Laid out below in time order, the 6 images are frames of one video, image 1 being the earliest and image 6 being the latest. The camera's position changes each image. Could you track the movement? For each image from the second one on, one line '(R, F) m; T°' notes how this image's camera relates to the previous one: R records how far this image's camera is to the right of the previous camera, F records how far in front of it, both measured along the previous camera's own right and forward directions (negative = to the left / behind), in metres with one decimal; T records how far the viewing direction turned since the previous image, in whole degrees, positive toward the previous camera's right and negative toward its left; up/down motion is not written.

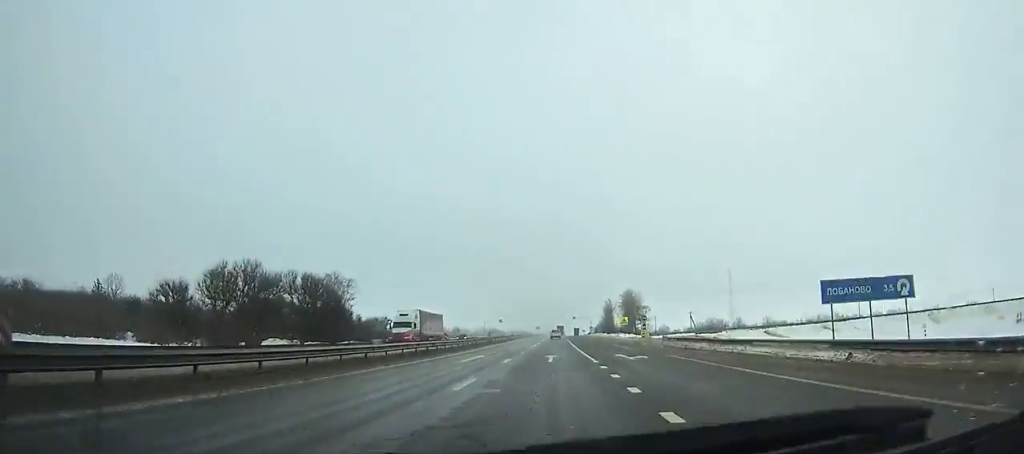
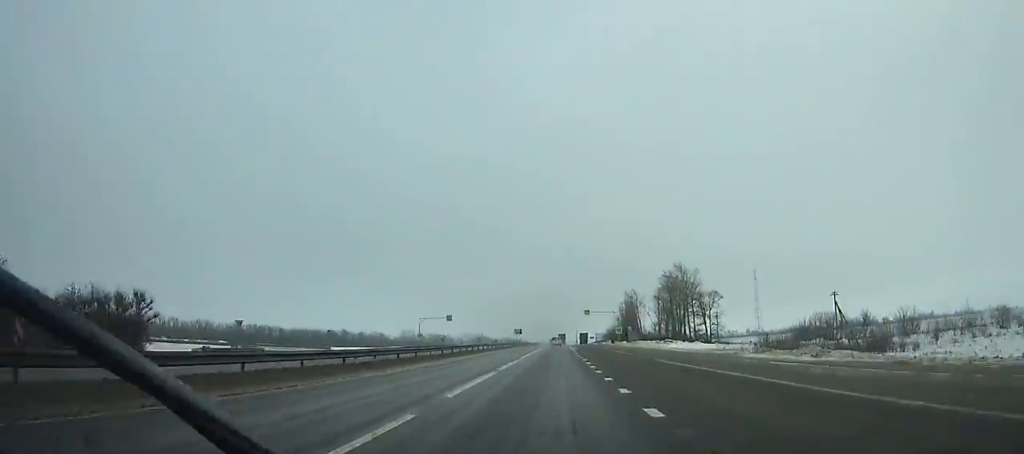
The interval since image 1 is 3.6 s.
(+0.1, +102.0) m; 0°
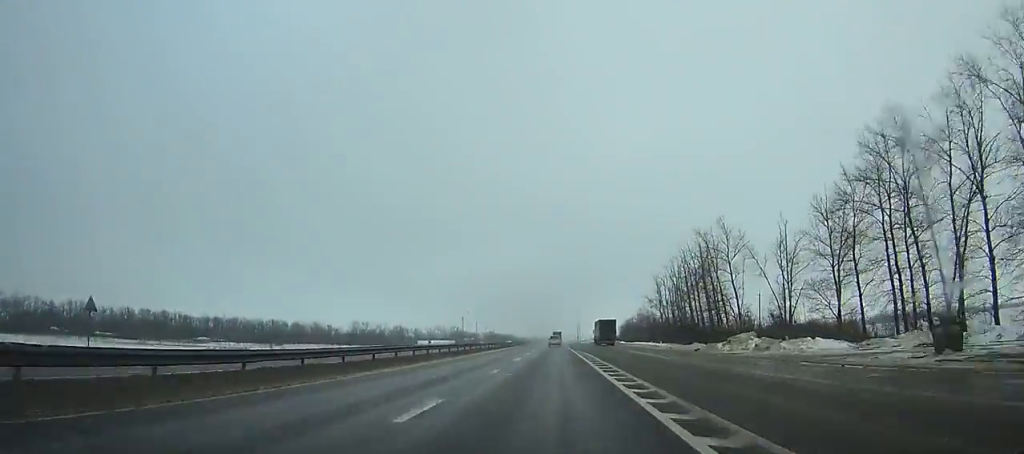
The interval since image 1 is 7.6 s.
(+0.2, +112.0) m; 0°
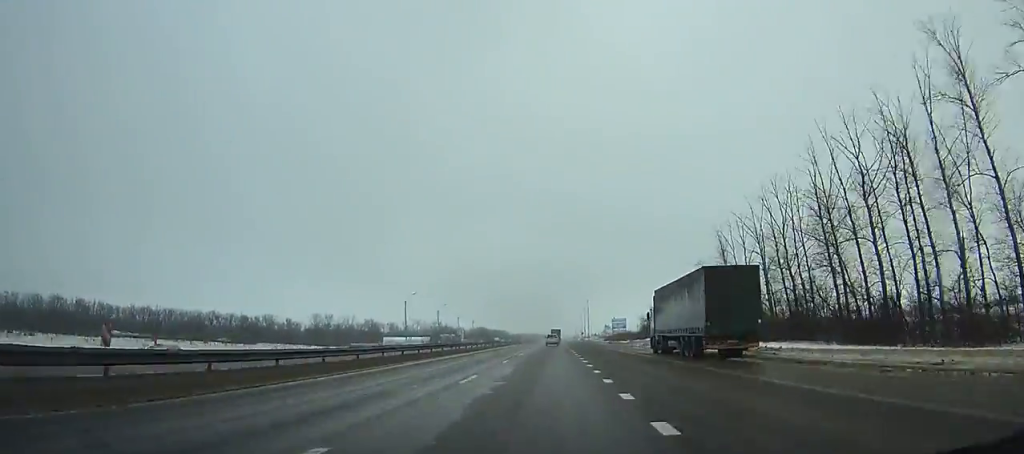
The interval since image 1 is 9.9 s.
(0.0, +63.6) m; 0°
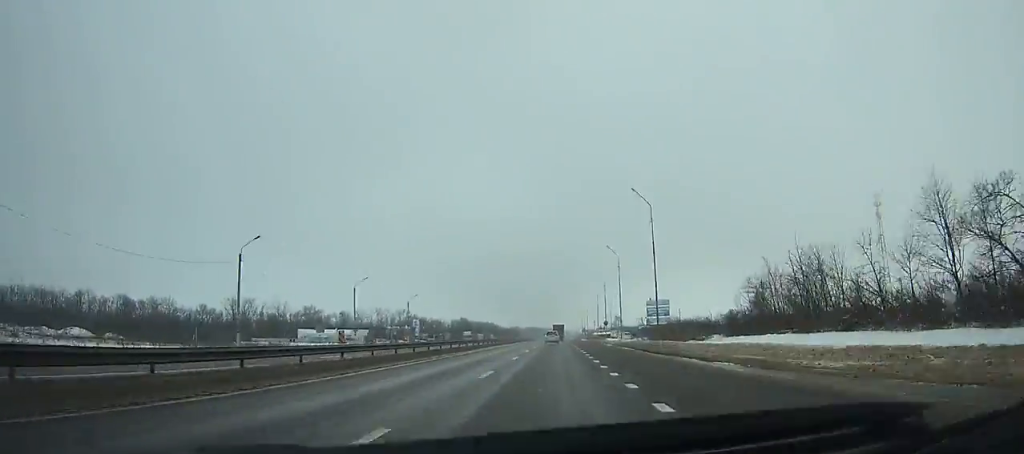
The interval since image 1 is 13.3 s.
(0.0, +93.4) m; 0°
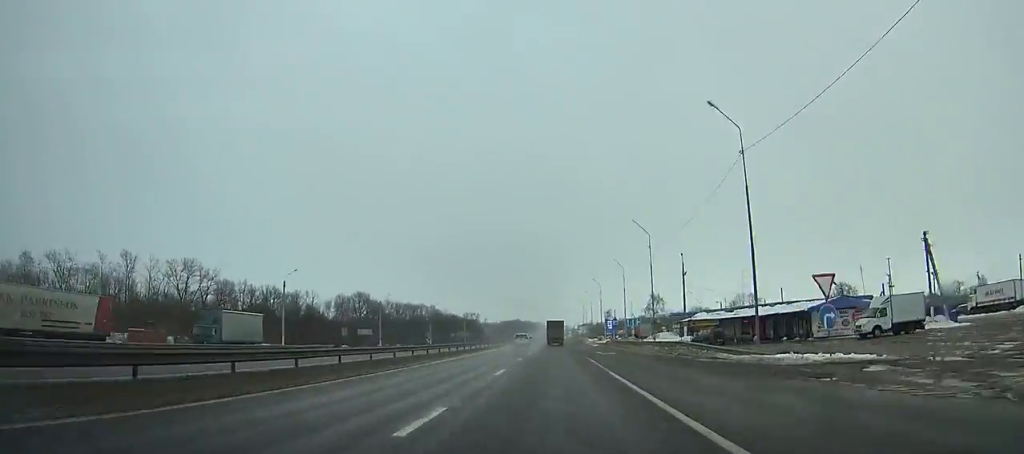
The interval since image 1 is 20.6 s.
(+0.6, +198.9) m; 0°
